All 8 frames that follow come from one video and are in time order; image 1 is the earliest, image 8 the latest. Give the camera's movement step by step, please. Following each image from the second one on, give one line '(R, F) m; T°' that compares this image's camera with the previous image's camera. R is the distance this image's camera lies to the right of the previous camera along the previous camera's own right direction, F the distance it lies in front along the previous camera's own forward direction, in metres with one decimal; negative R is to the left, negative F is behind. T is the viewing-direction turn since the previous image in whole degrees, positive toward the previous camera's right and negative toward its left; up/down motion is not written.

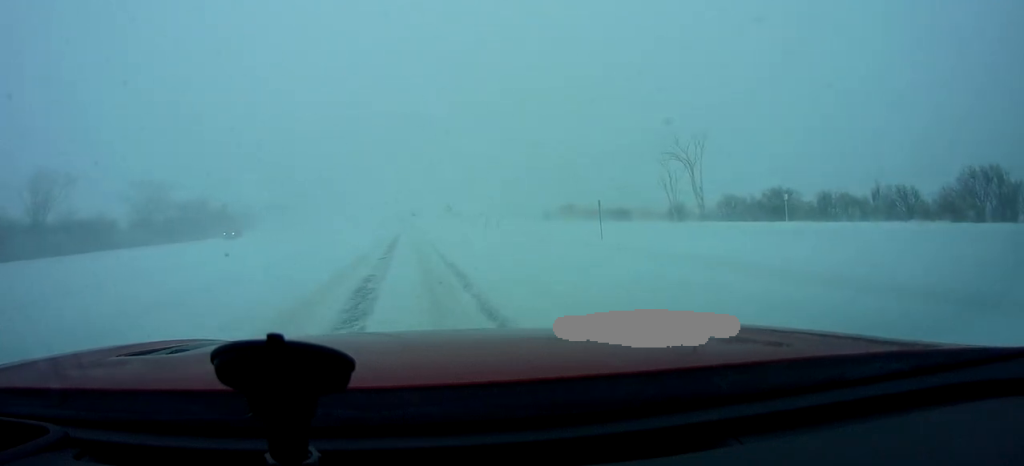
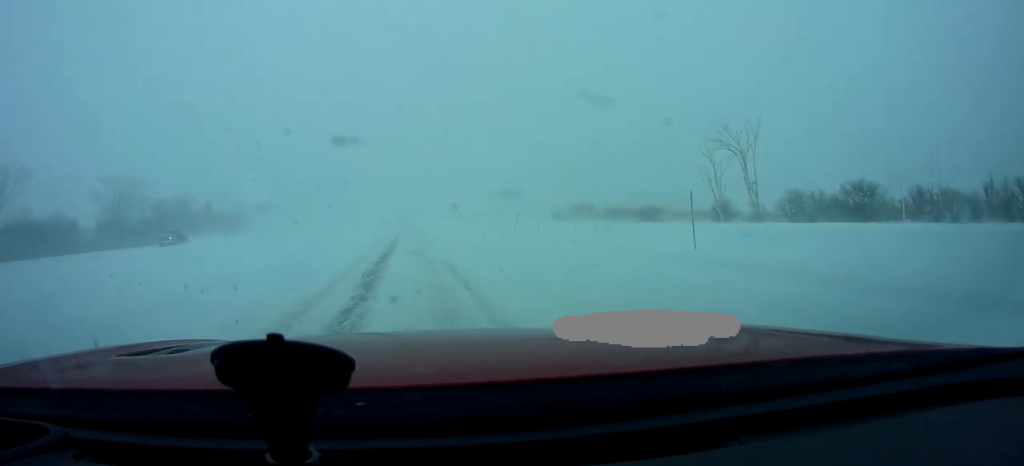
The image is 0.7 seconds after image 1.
(+0.1, +12.3) m; +1°
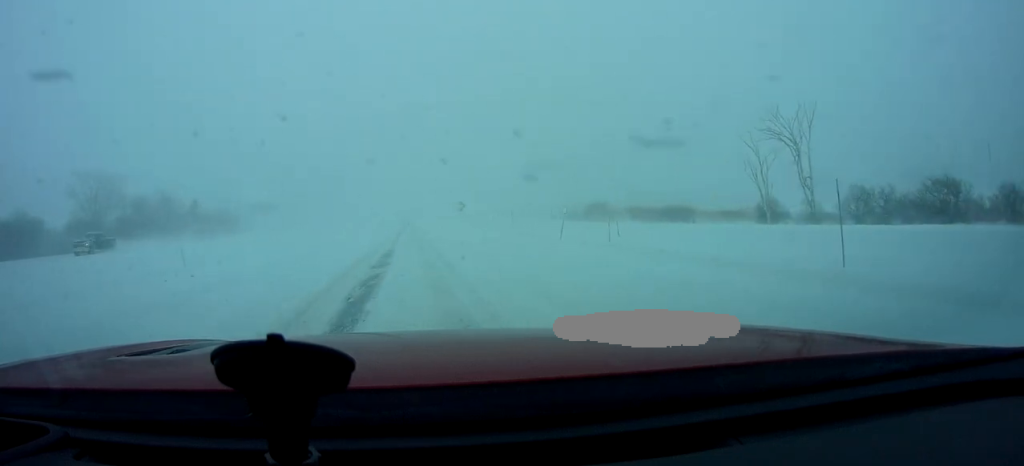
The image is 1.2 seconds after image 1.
(+0.1, +9.4) m; +1°
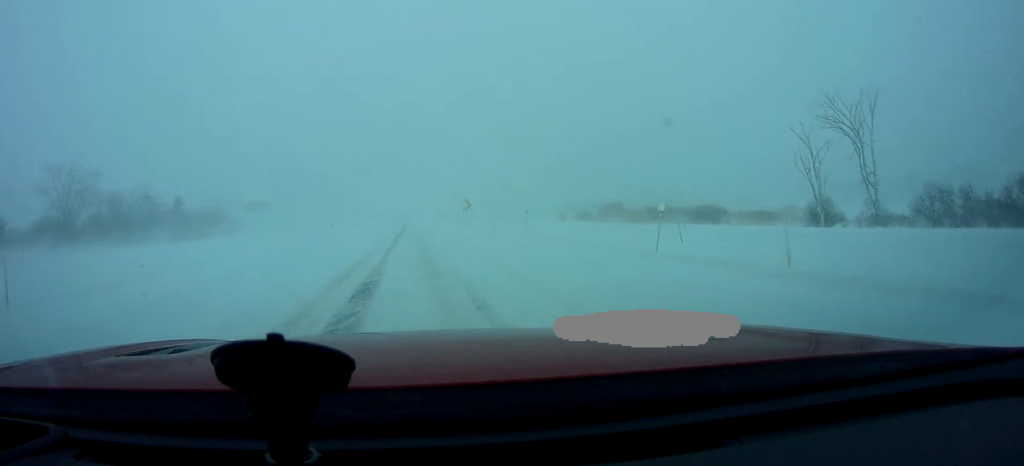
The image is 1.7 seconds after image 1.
(+0.2, +8.8) m; 0°
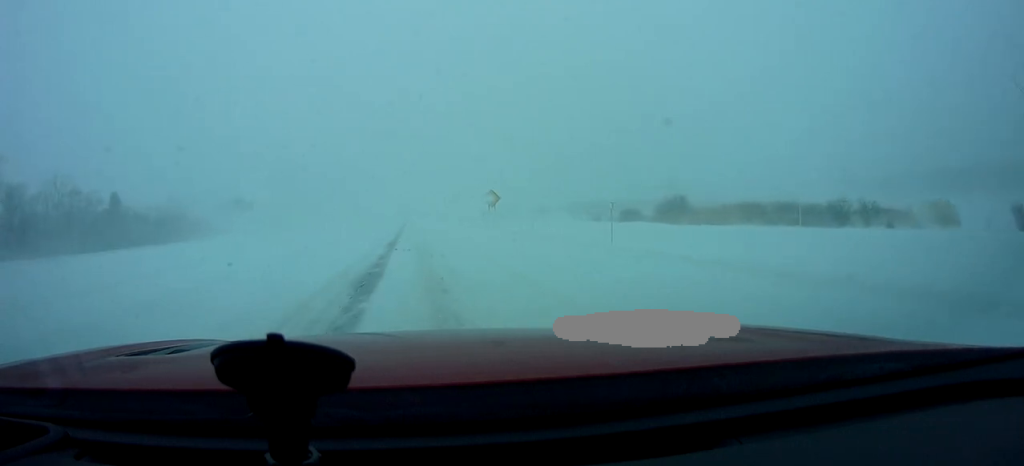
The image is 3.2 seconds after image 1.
(-0.4, +26.3) m; -1°
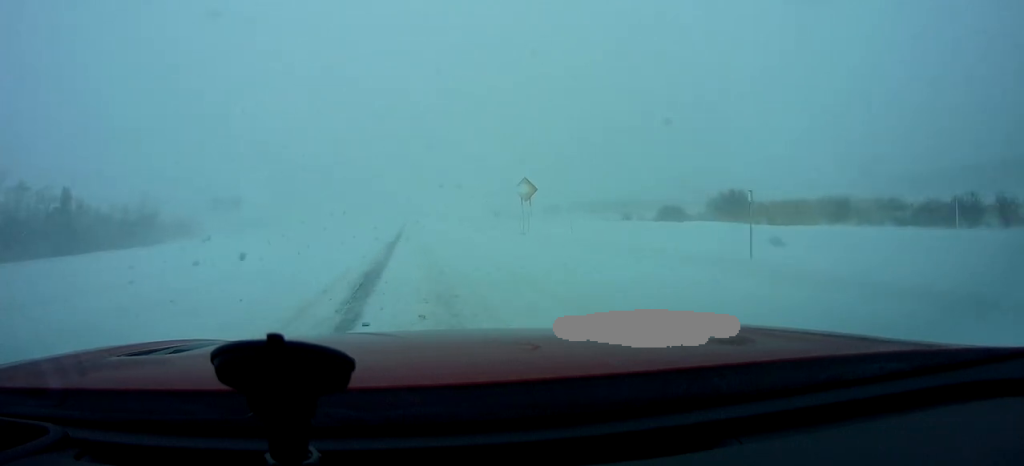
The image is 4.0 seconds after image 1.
(-0.1, +15.1) m; +1°
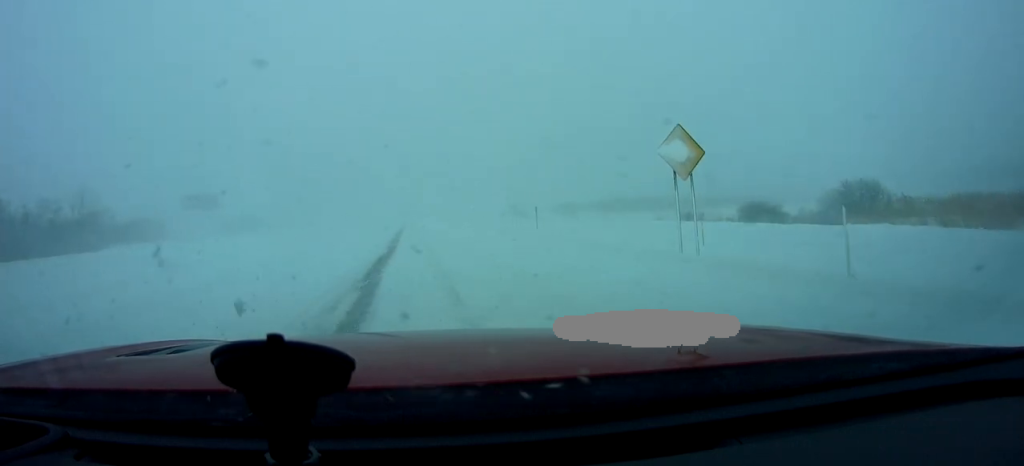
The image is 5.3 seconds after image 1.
(+0.3, +22.2) m; -1°
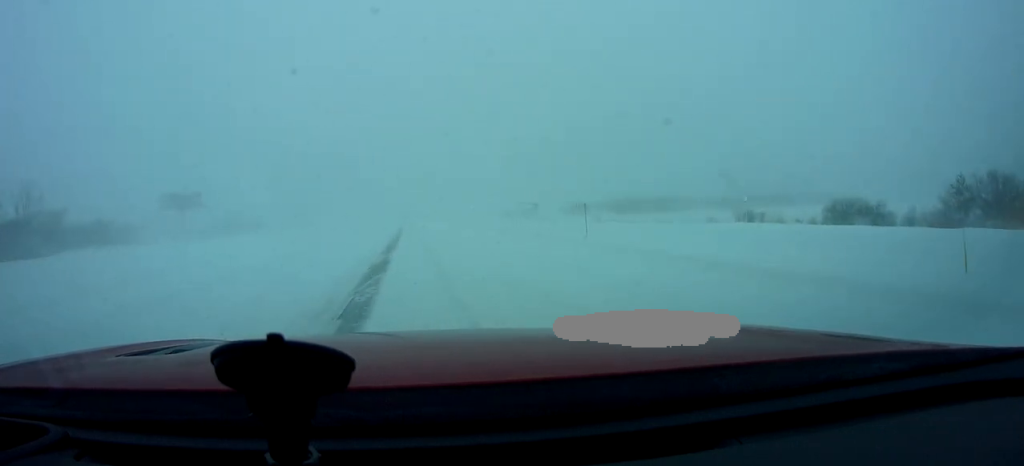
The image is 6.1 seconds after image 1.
(-0.2, +15.1) m; -2°
